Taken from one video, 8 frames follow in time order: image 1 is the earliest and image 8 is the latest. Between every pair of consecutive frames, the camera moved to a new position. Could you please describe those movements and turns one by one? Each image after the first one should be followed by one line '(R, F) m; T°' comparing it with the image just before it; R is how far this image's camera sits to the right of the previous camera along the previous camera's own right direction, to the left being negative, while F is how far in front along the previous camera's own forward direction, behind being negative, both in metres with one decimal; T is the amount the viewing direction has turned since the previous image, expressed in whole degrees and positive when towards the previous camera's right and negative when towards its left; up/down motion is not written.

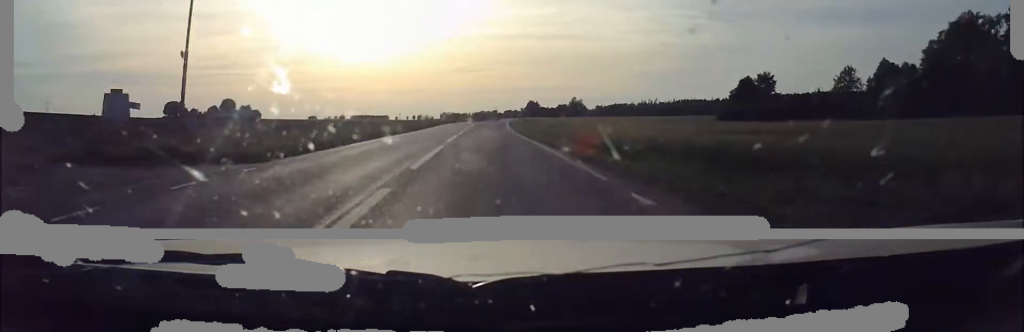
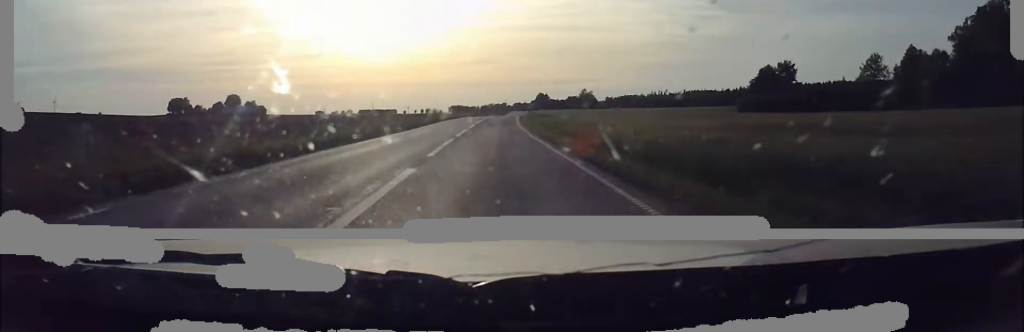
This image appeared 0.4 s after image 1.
(+0.1, +8.7) m; -1°
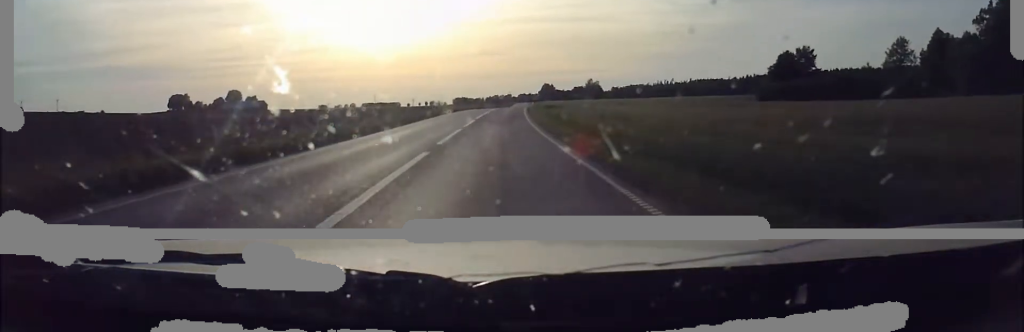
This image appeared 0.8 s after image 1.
(-0.3, +9.5) m; -1°
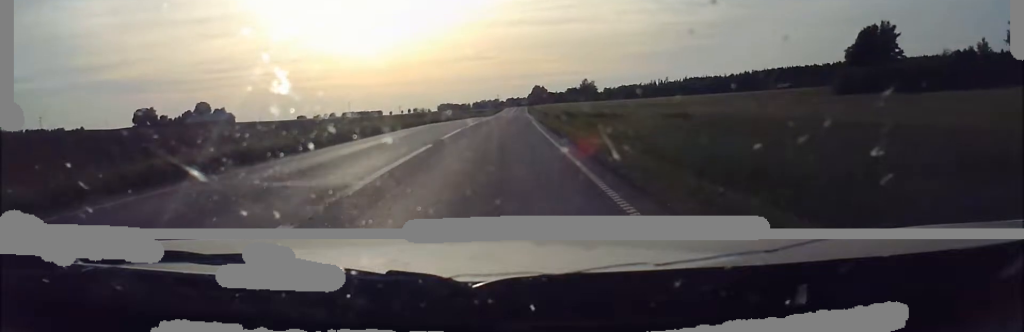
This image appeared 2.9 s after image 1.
(-1.7, +45.4) m; -3°
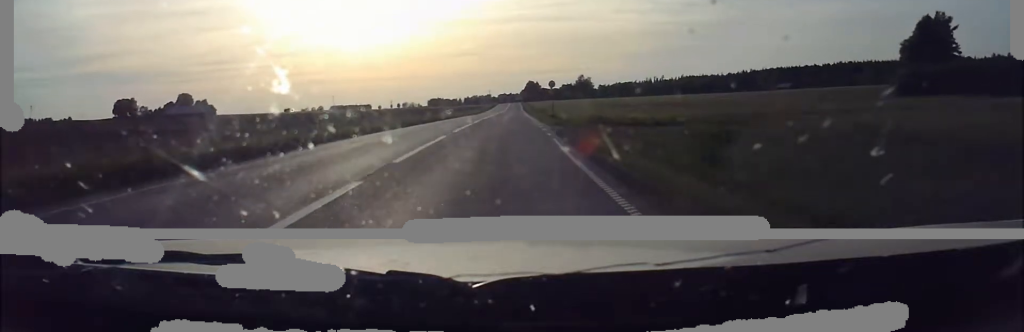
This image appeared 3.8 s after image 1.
(-0.1, +21.9) m; 0°
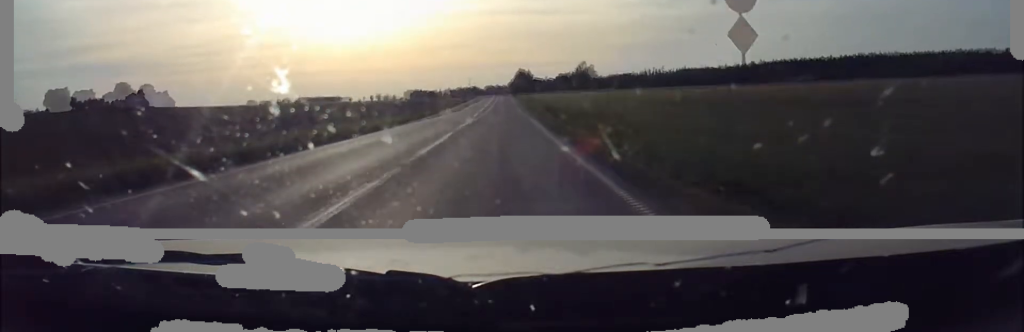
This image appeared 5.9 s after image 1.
(+0.9, +54.5) m; +2°
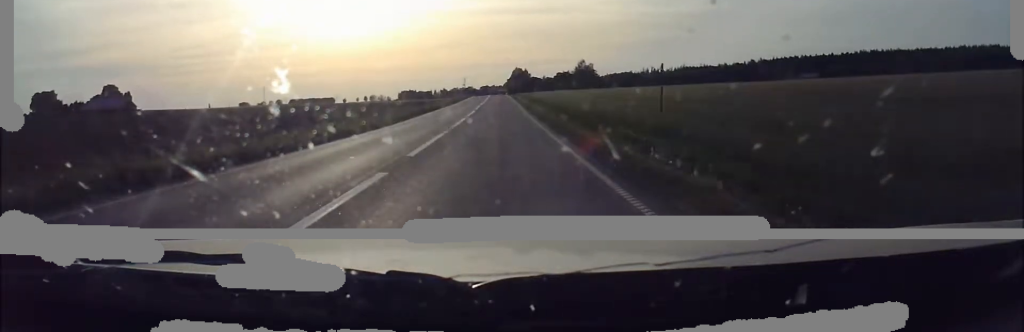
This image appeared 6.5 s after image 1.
(+0.1, +15.2) m; +1°
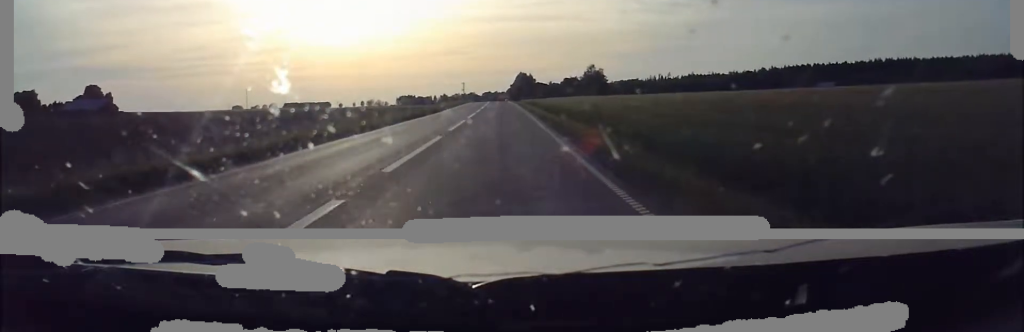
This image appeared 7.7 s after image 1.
(0.0, +29.4) m; 0°
